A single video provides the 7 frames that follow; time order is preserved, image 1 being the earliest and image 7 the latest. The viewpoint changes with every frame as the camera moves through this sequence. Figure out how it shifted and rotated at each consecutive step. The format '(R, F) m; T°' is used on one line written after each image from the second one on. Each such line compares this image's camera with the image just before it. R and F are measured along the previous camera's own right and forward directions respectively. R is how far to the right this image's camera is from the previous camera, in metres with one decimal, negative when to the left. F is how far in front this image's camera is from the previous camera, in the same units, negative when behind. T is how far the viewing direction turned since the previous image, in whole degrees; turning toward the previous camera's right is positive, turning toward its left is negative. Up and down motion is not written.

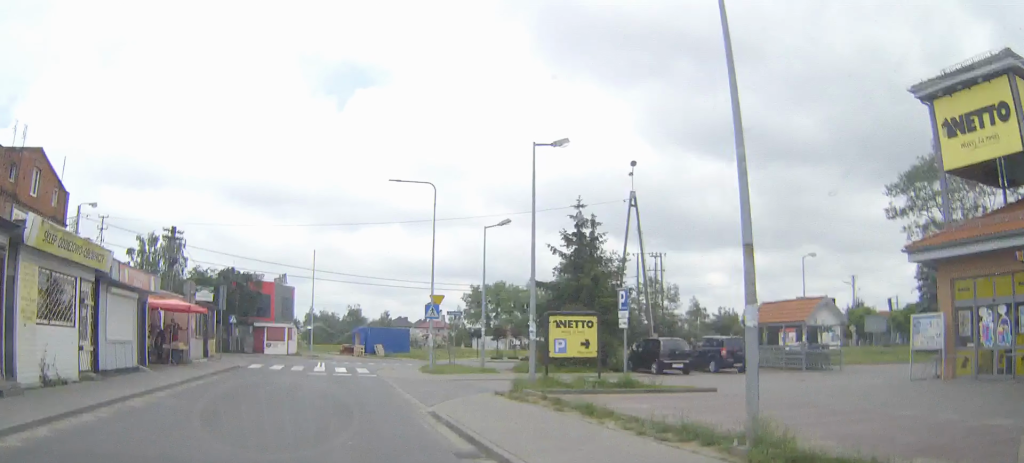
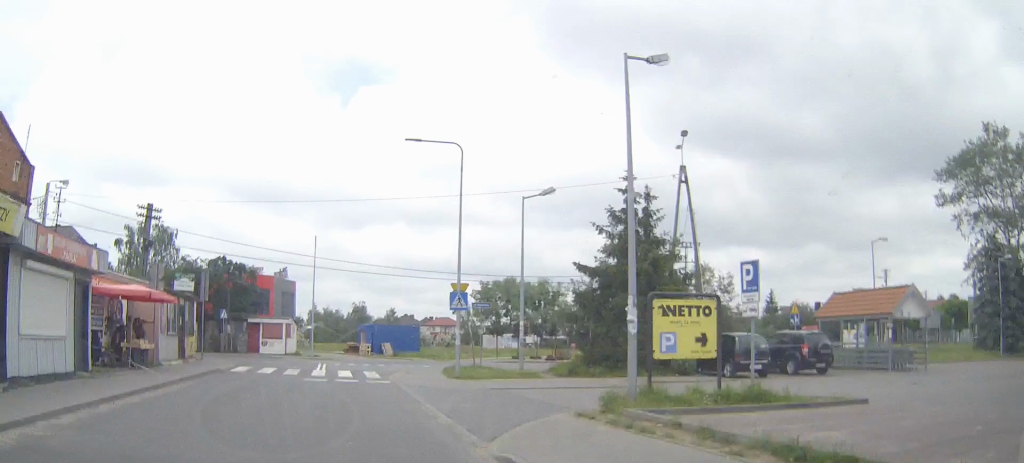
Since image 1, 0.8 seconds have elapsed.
(0.0, +5.8) m; 0°
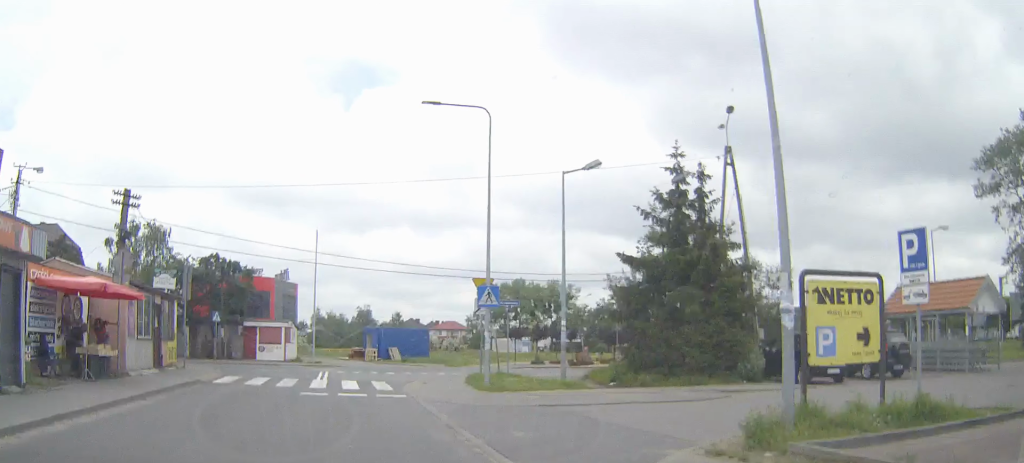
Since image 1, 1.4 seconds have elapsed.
(0.0, +4.5) m; 0°
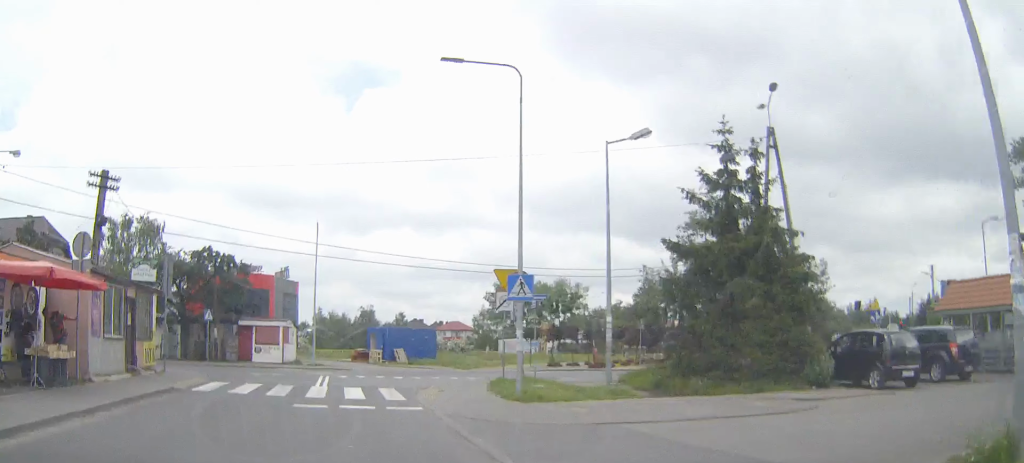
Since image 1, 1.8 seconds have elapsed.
(0.0, +3.2) m; 0°
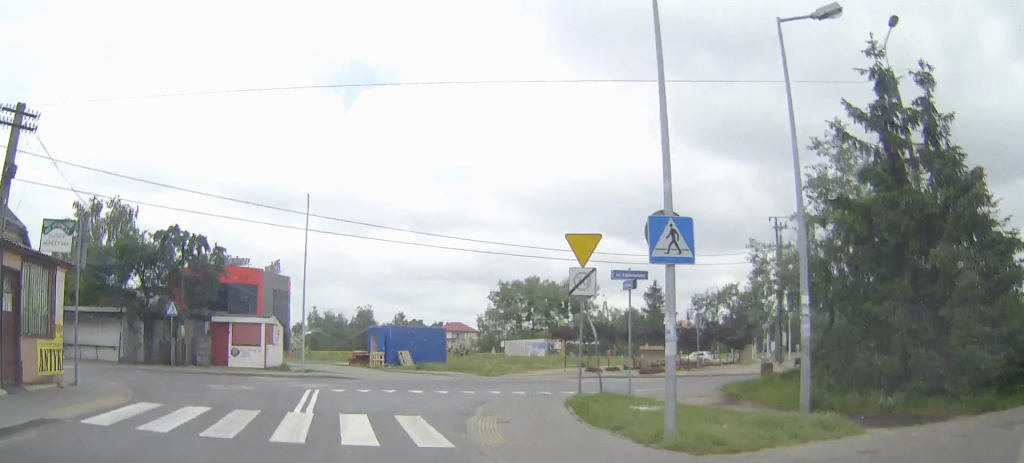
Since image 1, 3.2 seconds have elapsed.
(-0.1, +9.5) m; 0°
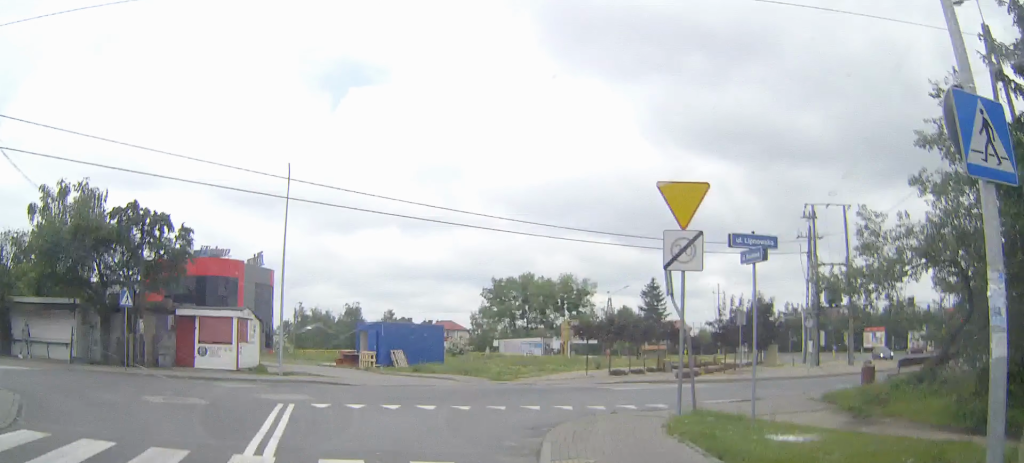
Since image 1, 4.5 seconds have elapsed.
(+0.1, +7.8) m; +2°
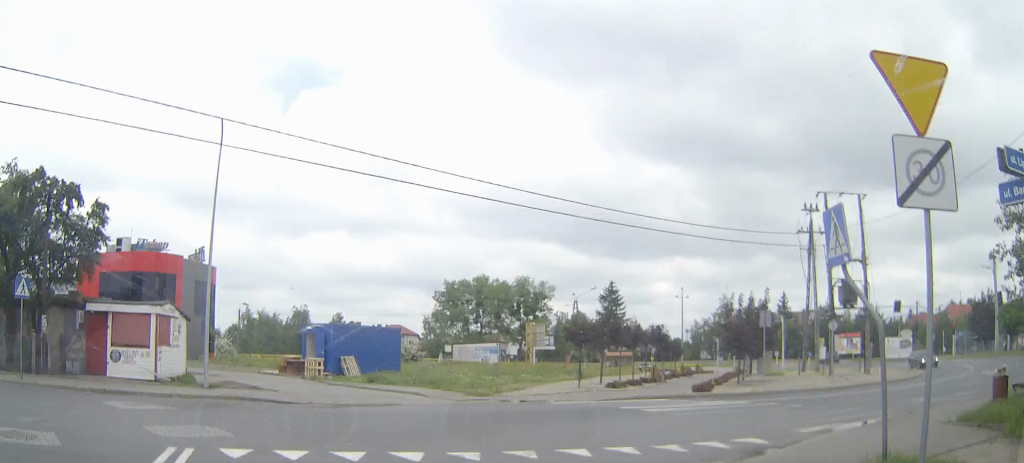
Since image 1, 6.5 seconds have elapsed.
(0.0, +6.8) m; +3°
